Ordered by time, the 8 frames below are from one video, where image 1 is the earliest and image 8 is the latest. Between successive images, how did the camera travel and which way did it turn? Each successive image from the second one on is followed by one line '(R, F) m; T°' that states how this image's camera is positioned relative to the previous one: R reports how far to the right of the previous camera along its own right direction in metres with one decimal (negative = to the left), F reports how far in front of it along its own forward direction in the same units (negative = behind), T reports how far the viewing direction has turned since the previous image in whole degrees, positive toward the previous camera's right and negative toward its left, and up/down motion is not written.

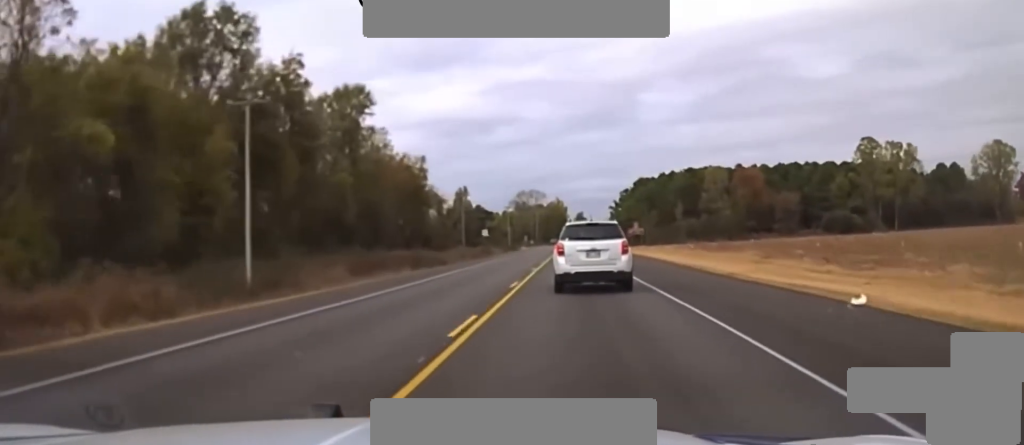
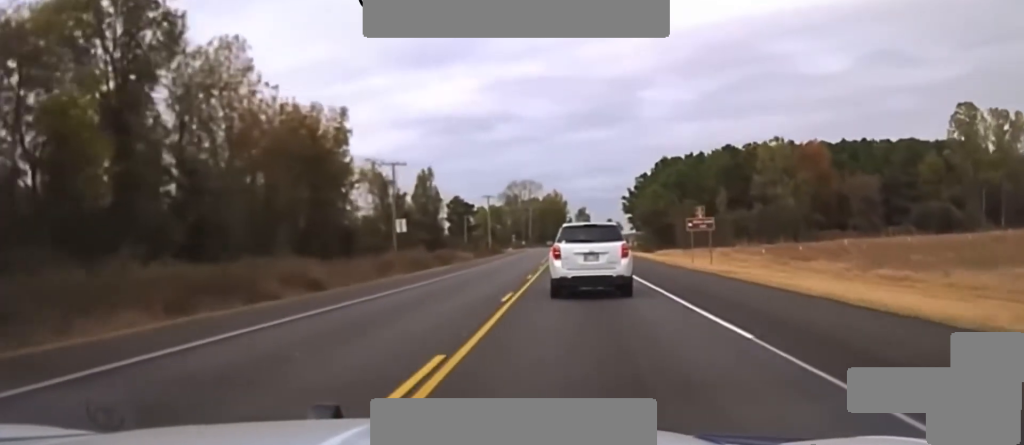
(-0.3, +52.2) m; 0°
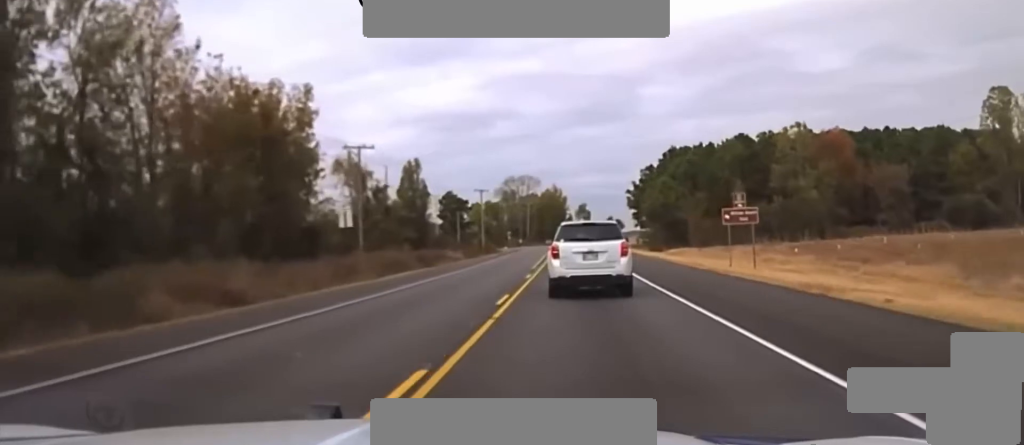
(+0.1, +13.2) m; 0°
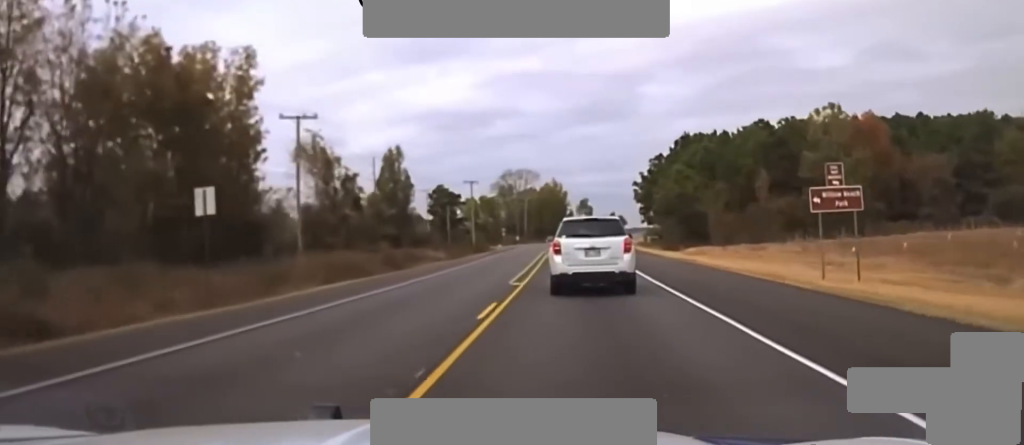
(0.0, +15.9) m; 0°
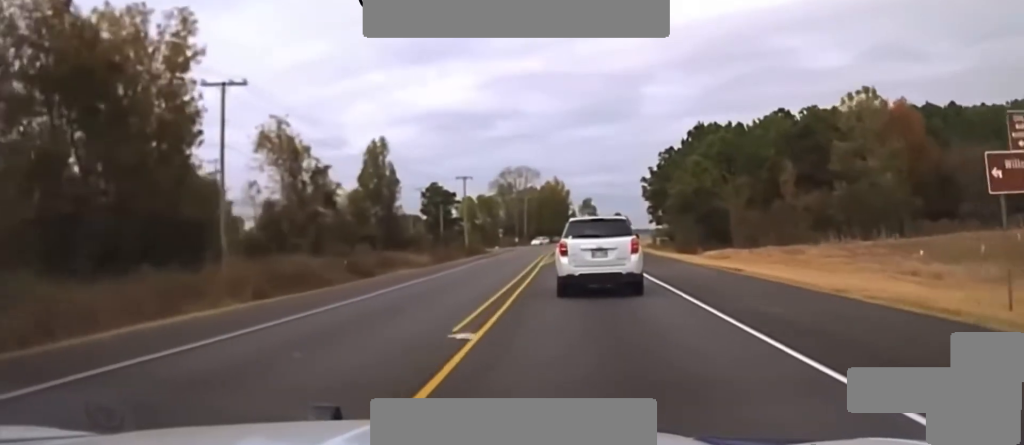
(0.0, +12.3) m; 0°
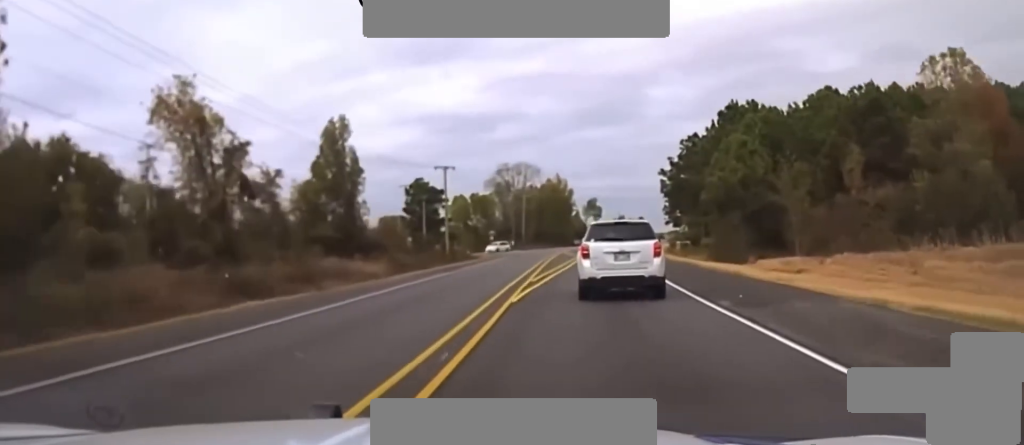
(-0.1, +22.5) m; 0°
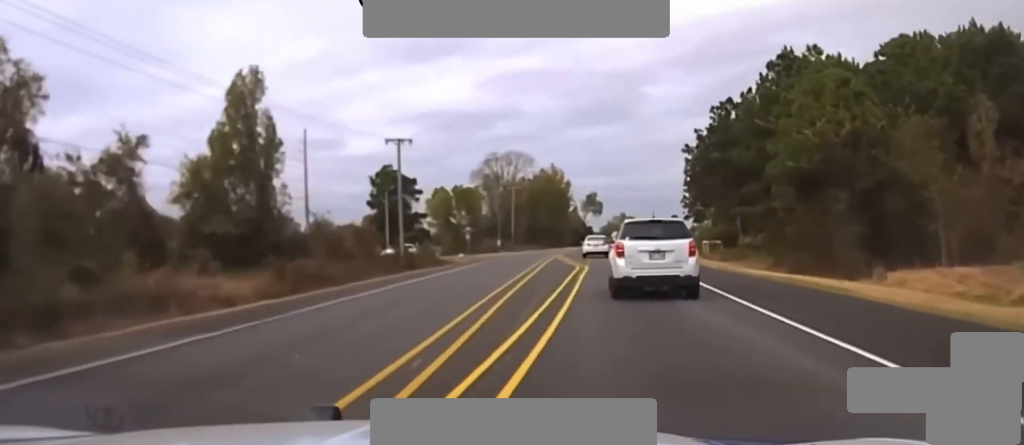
(0.0, +26.2) m; 0°
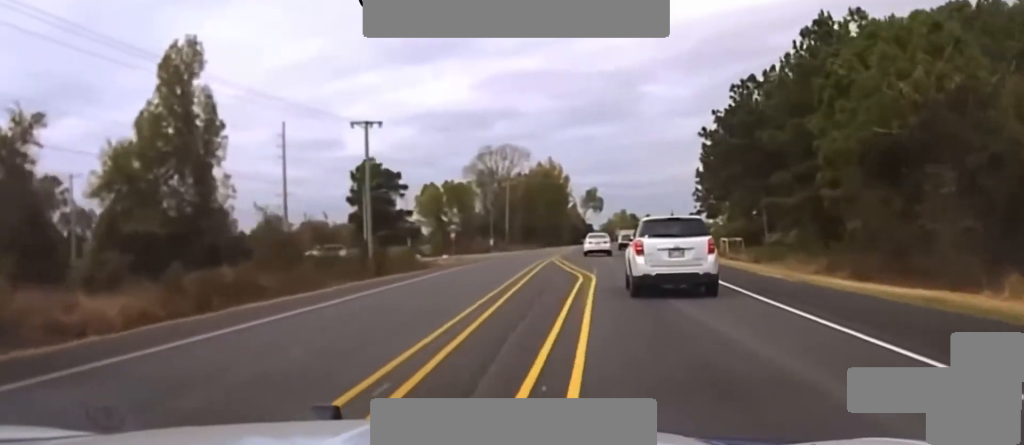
(+0.1, +11.6) m; 0°
